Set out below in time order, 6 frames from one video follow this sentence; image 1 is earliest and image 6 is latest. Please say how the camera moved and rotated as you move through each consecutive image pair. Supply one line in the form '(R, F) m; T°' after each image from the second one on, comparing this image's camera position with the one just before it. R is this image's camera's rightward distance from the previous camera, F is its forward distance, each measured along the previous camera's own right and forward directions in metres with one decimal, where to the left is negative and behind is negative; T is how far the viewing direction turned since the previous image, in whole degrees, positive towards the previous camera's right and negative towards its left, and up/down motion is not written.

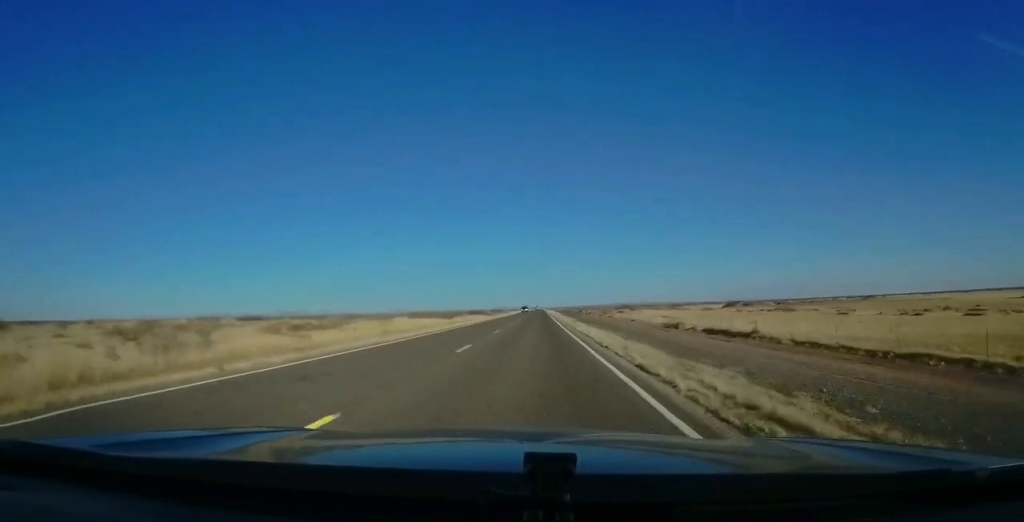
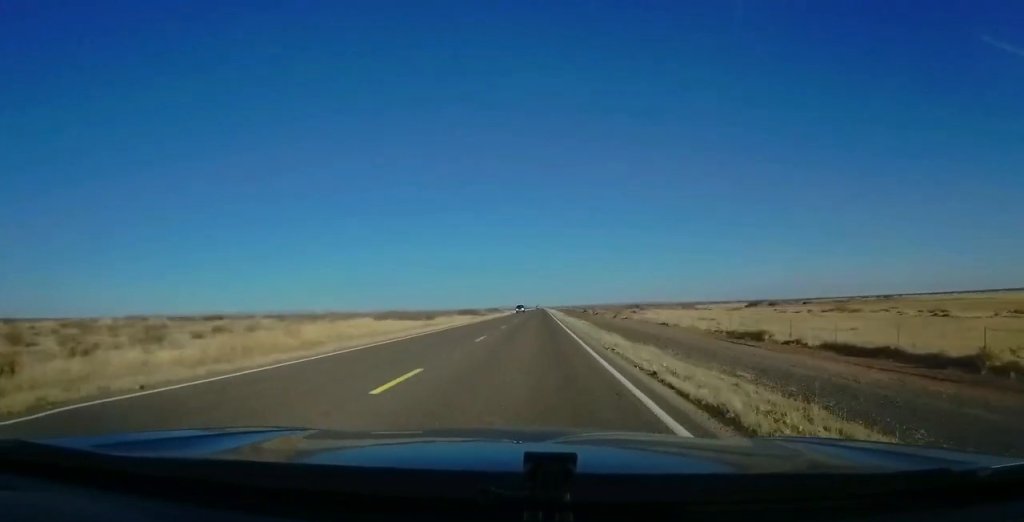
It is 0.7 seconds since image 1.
(+0.2, +19.8) m; 0°
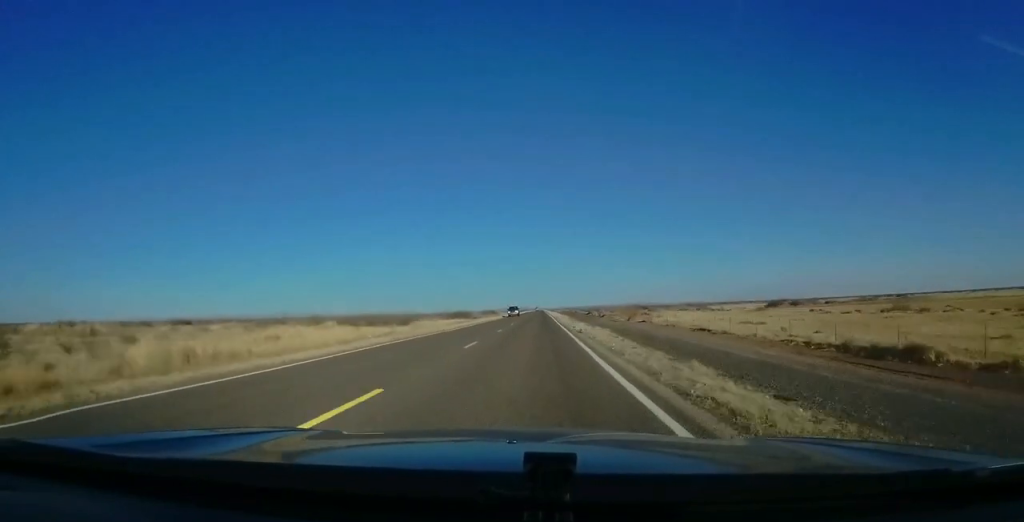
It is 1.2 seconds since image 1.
(+0.3, +14.9) m; 0°
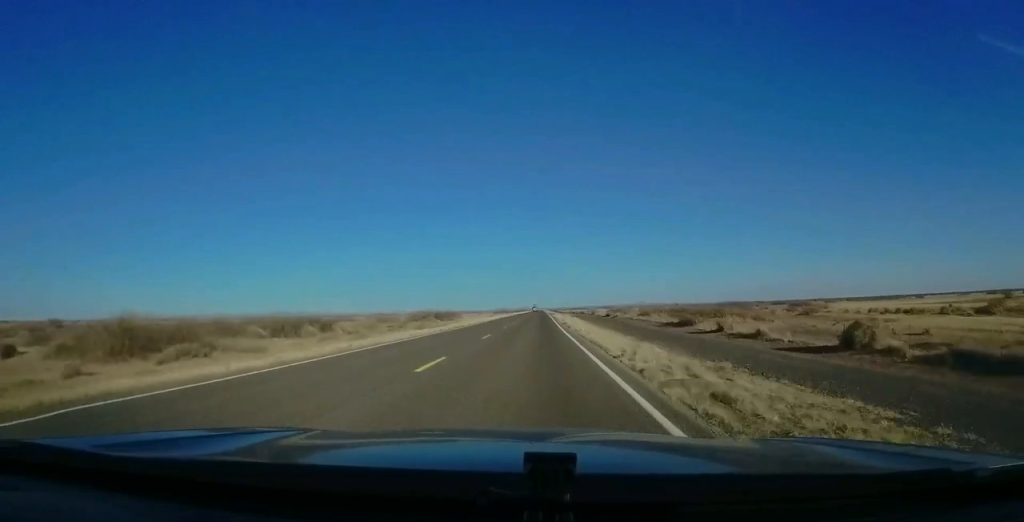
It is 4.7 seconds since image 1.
(-0.9, +105.2) m; -1°
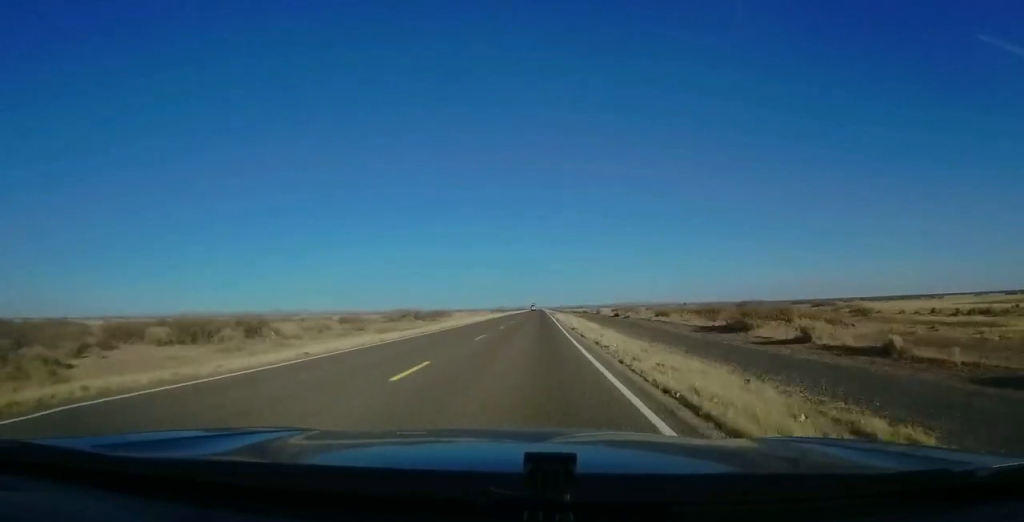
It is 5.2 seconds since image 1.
(-0.1, +13.9) m; -1°
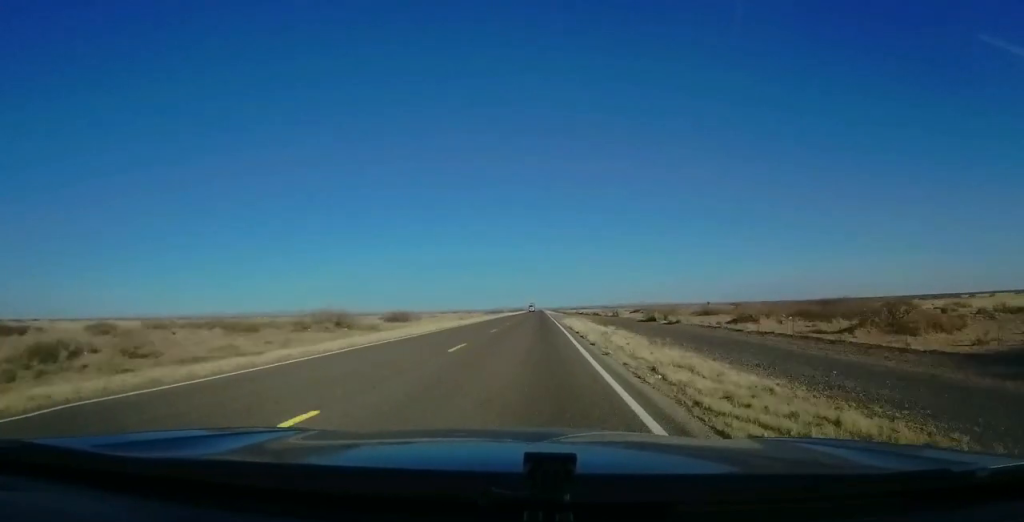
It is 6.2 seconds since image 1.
(0.0, +30.7) m; +1°
